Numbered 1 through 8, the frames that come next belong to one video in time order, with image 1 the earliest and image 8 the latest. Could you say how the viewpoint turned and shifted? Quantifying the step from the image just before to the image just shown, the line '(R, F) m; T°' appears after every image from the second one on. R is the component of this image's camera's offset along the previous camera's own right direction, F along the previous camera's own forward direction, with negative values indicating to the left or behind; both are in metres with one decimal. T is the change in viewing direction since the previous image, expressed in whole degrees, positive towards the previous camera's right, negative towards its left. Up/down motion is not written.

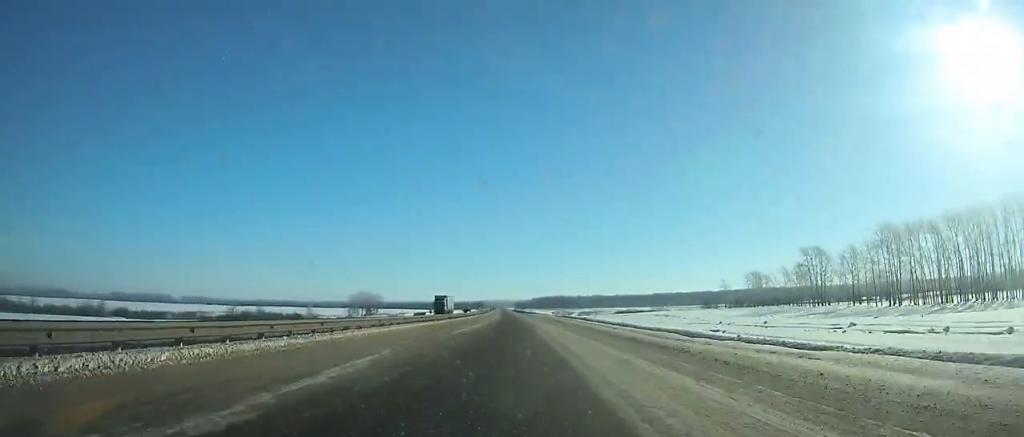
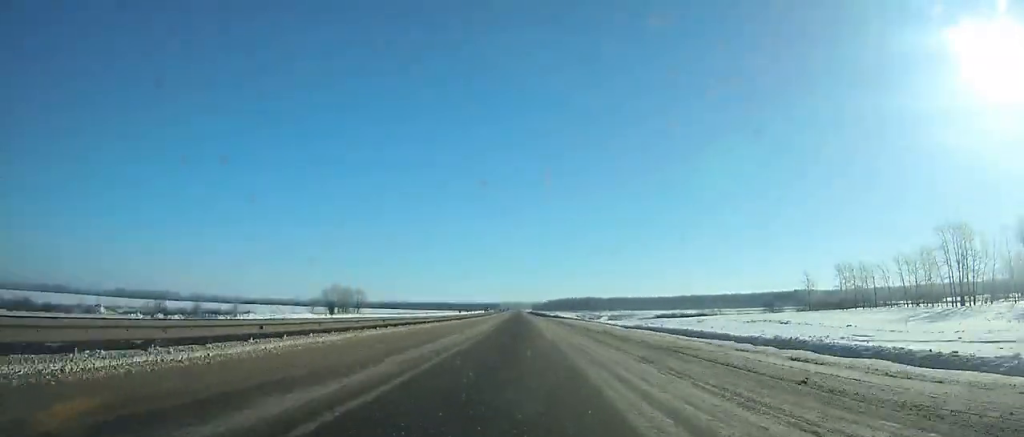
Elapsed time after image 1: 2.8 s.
(-0.8, +62.8) m; -1°
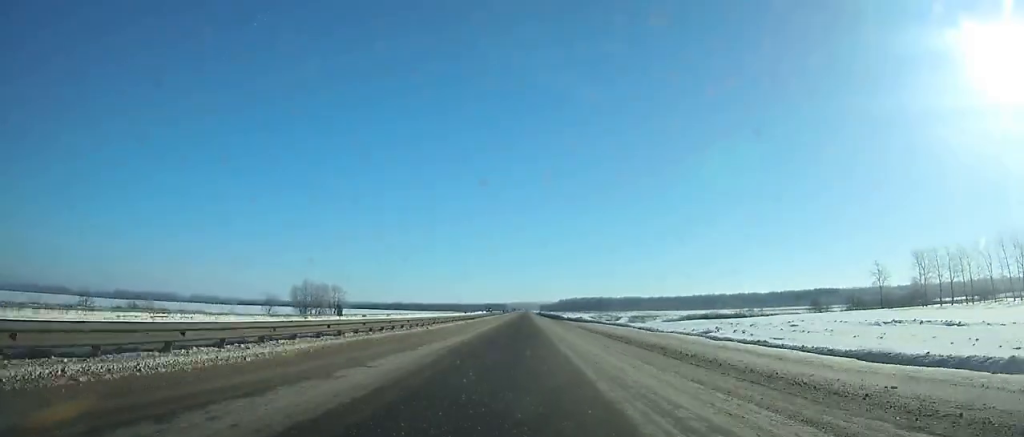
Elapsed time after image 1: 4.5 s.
(-0.2, +38.3) m; -1°
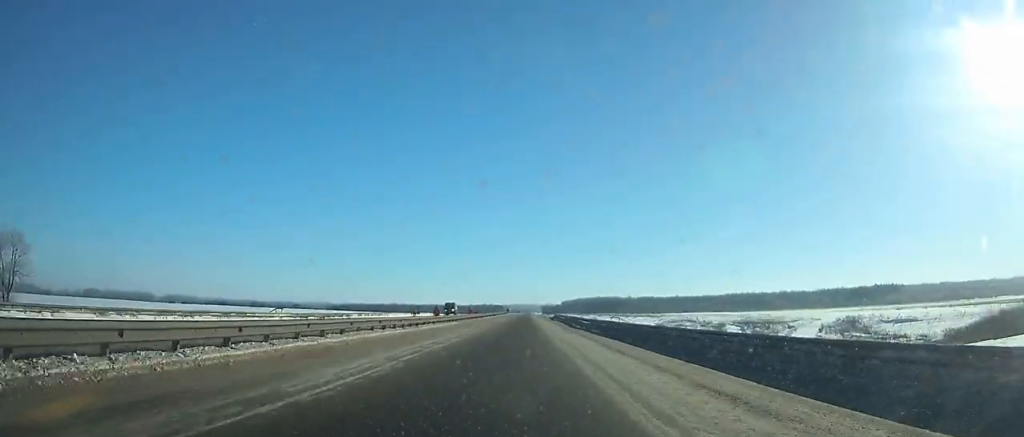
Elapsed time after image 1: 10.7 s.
(-1.0, +142.6) m; 0°
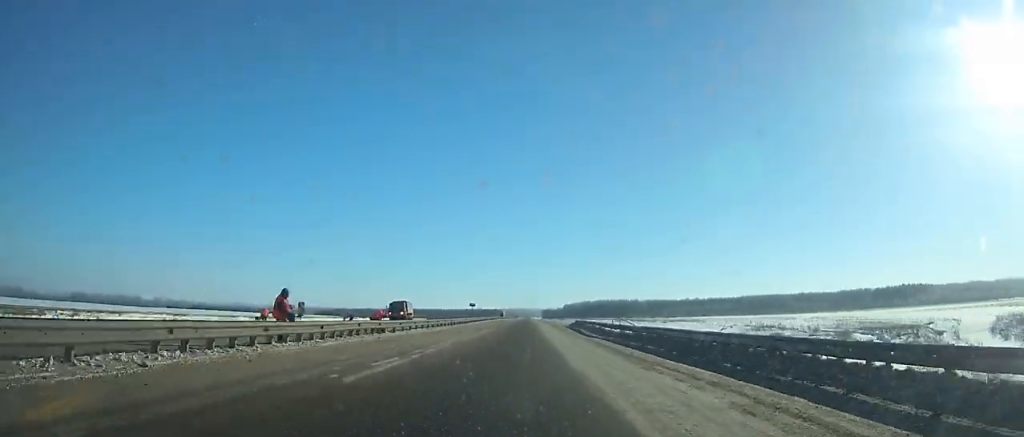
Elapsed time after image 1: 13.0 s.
(0.0, +54.3) m; 0°
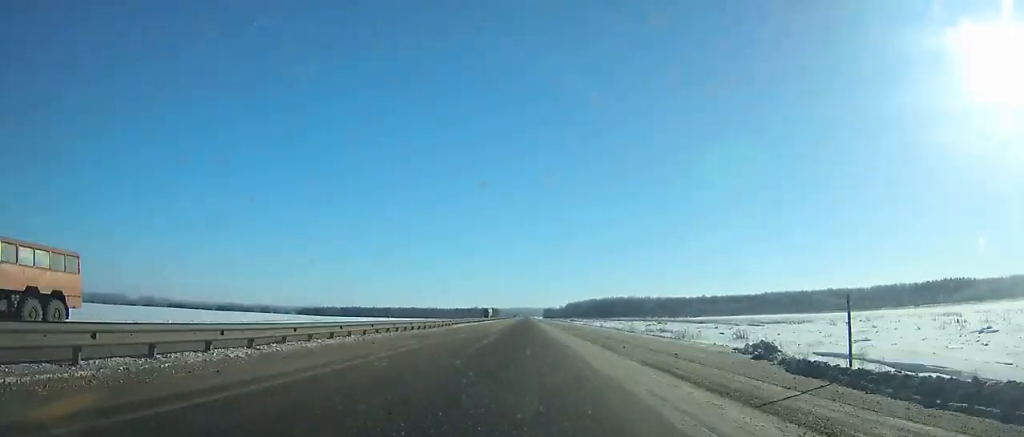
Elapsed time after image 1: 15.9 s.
(0.0, +69.8) m; 0°
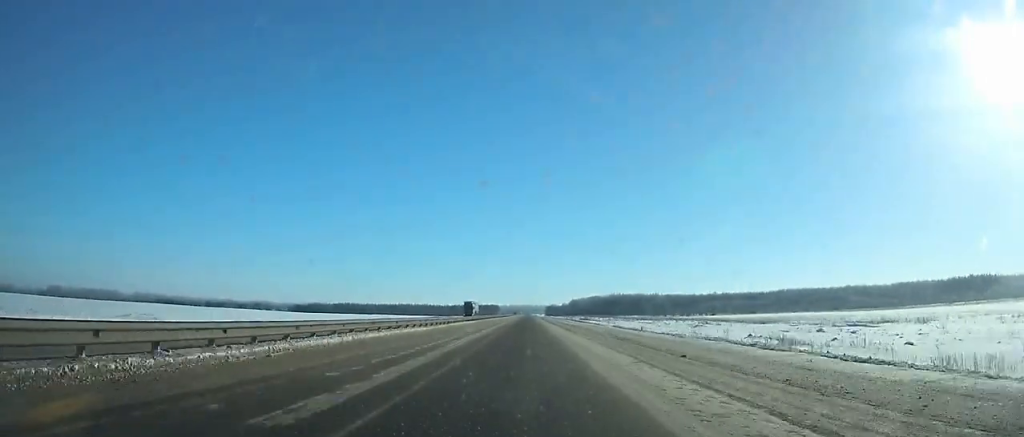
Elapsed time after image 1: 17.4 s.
(0.0, +37.0) m; 0°
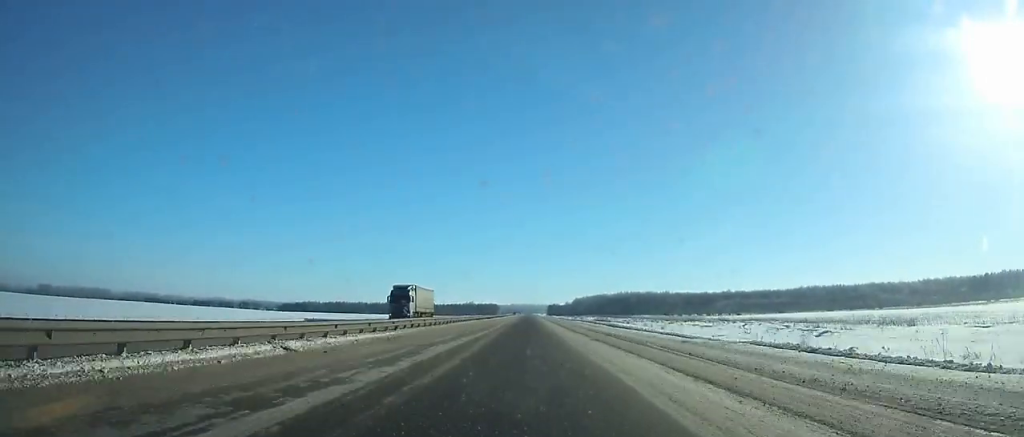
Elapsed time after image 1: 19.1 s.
(0.0, +42.2) m; 0°
